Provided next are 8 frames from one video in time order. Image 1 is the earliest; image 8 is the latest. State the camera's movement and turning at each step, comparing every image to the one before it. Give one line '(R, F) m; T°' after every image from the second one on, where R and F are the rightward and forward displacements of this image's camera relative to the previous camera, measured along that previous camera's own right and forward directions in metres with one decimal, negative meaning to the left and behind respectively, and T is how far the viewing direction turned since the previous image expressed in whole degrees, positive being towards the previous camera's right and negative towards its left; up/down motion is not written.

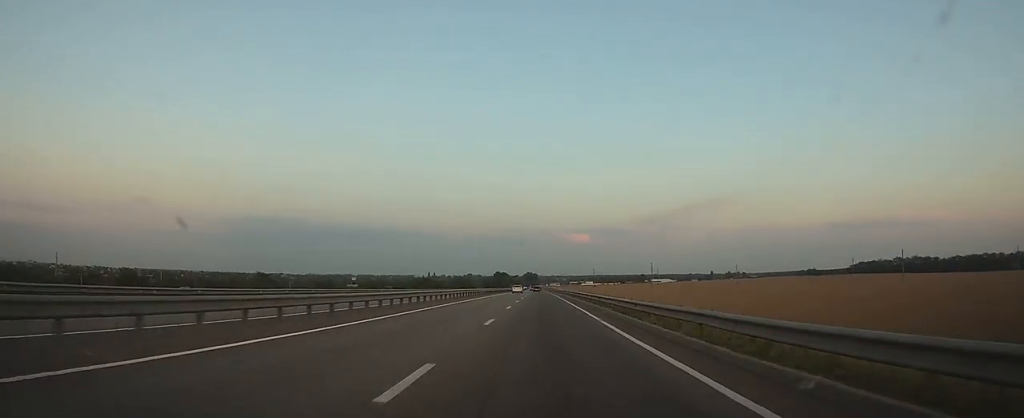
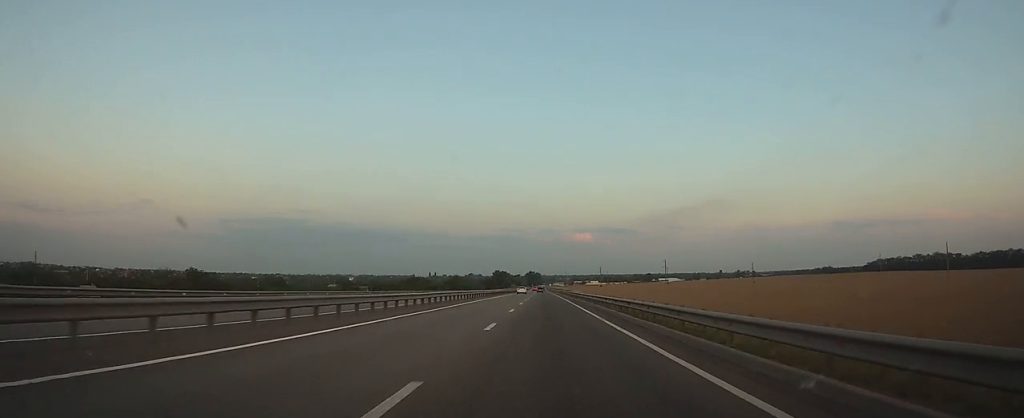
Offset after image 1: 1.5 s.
(-0.2, +37.7) m; 0°
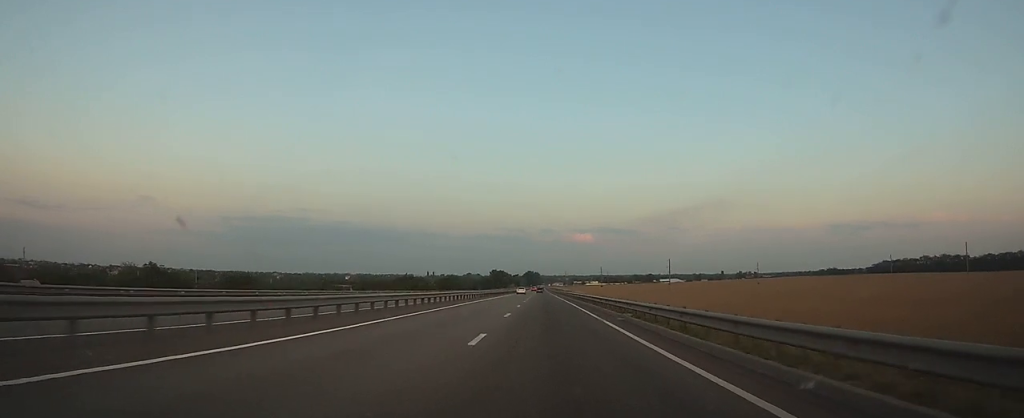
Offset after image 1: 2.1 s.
(0.0, +16.0) m; 0°
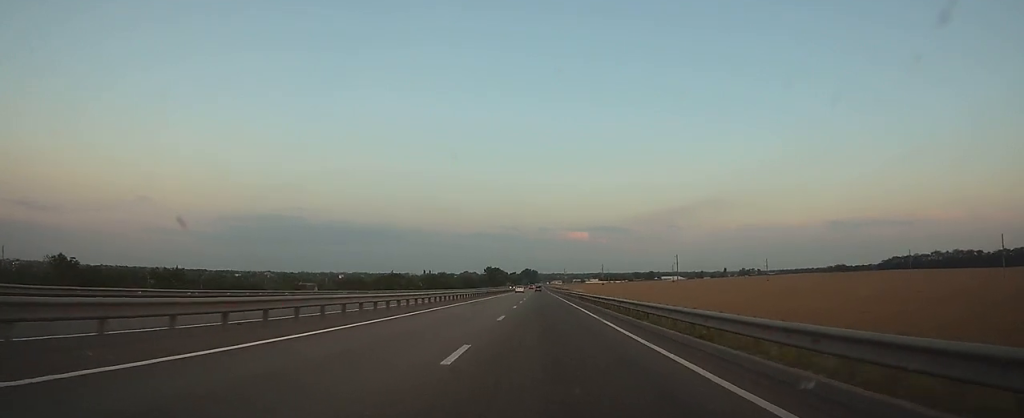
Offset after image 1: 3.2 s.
(0.0, +27.1) m; 0°
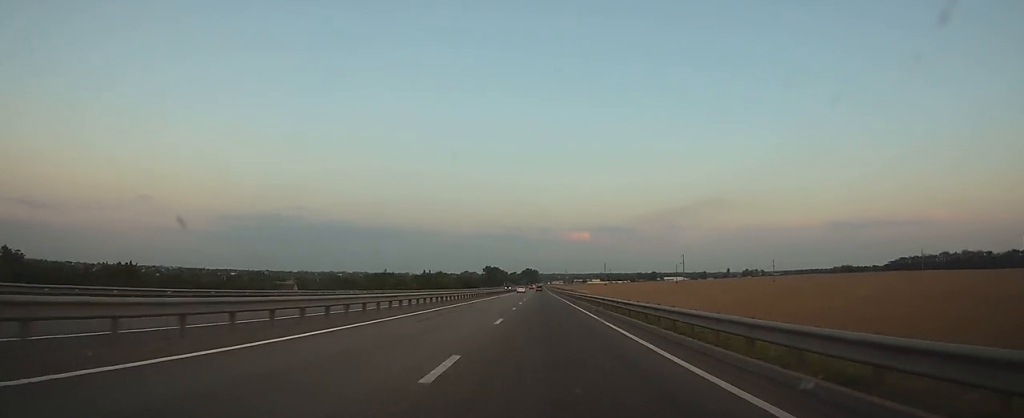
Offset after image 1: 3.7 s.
(0.0, +13.6) m; 0°
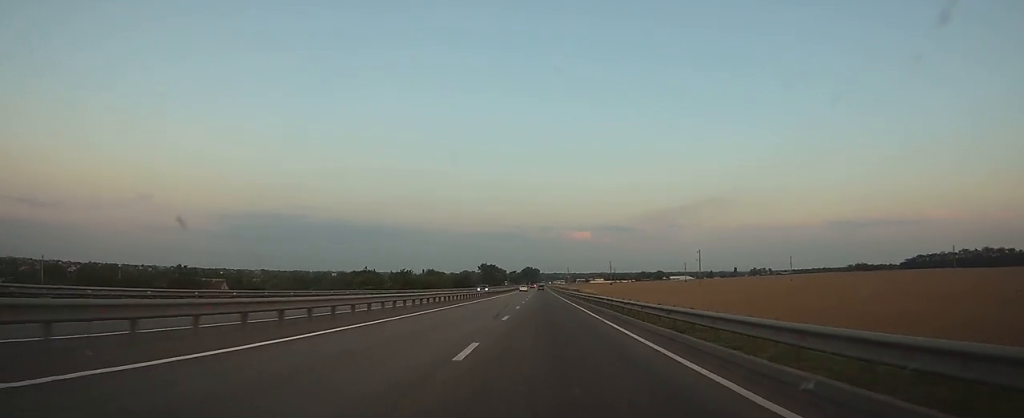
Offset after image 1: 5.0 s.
(0.0, +33.4) m; 0°
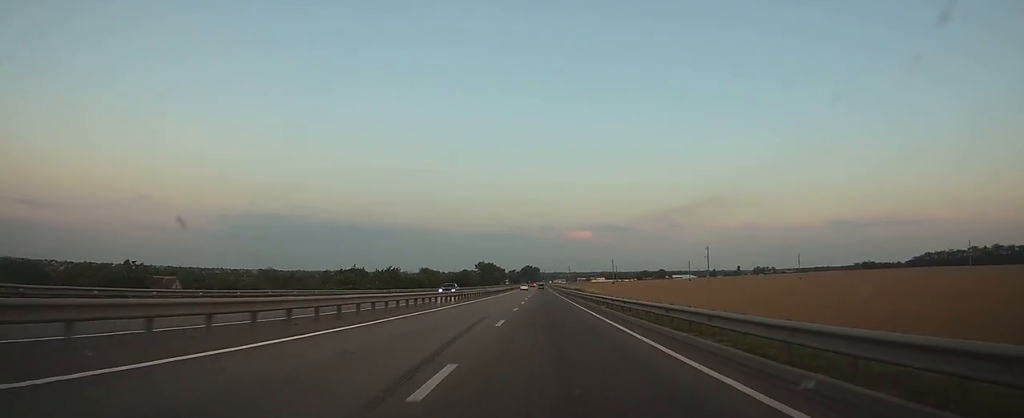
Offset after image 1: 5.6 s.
(0.0, +15.5) m; 0°
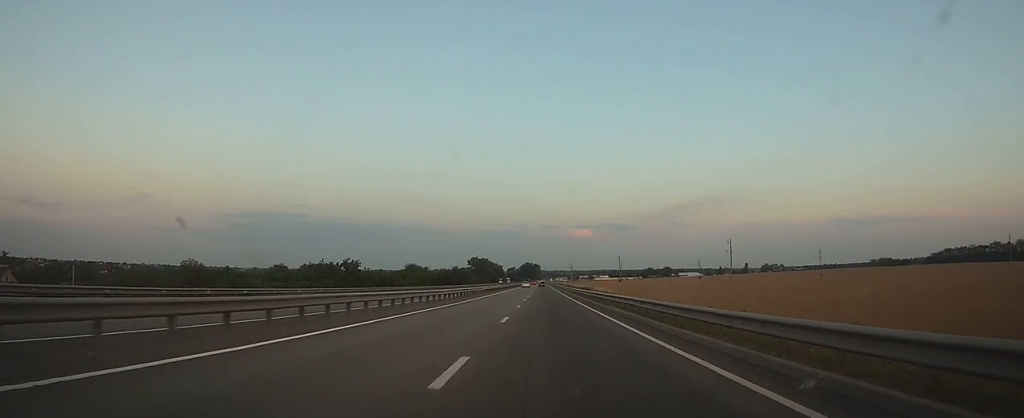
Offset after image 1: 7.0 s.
(+0.1, +35.3) m; 0°
